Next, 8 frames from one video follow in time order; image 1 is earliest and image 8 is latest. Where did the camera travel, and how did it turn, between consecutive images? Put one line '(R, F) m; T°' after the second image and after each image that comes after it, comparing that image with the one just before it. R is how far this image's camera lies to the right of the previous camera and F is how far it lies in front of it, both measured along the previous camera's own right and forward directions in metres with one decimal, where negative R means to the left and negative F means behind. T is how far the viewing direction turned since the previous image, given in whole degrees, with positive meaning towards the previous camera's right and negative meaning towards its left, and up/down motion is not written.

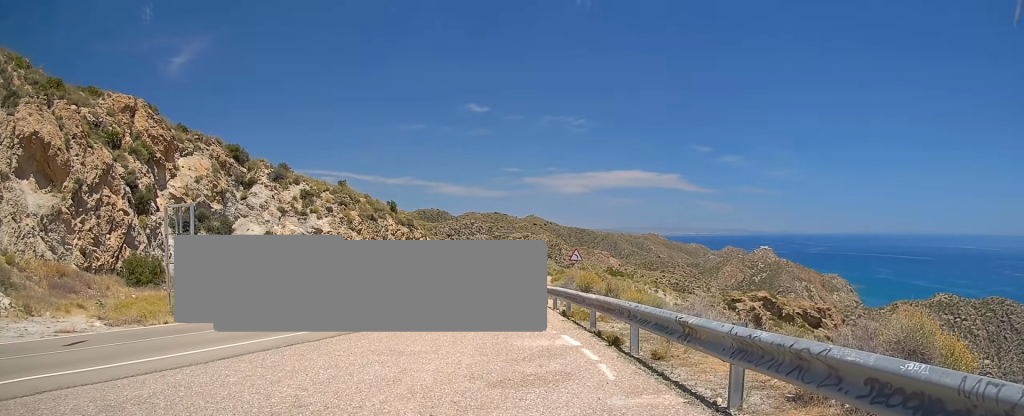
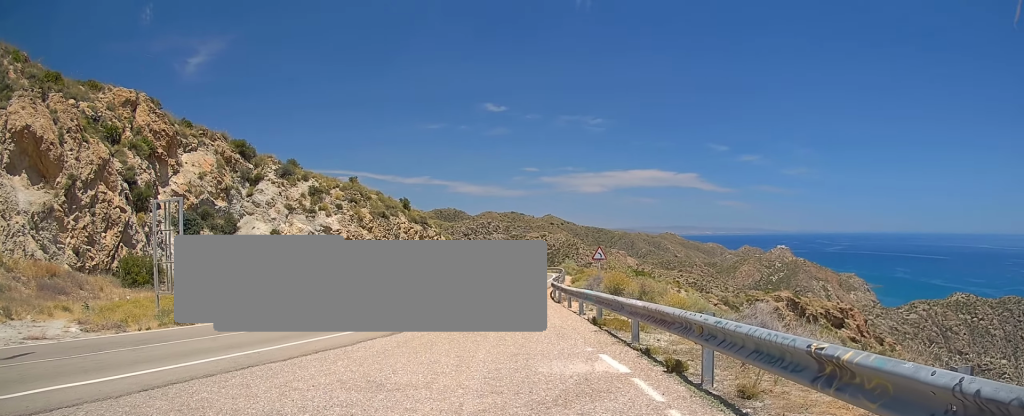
(0.0, +3.1) m; -1°
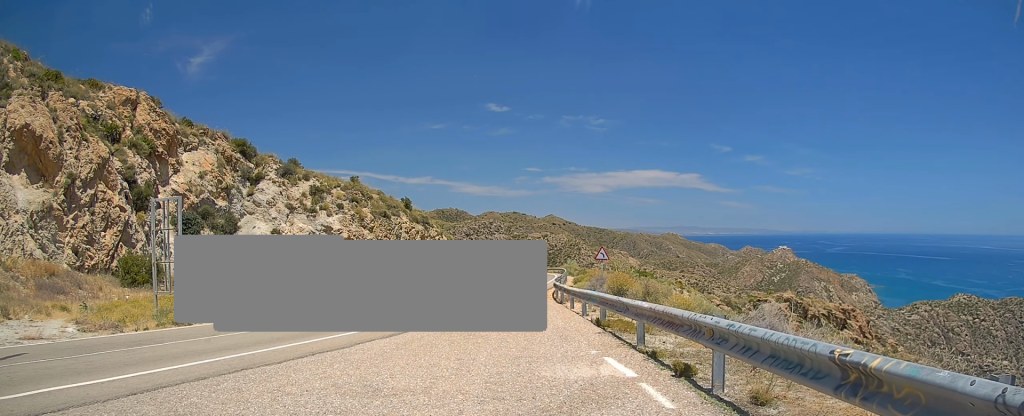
(0.0, +0.3) m; 0°
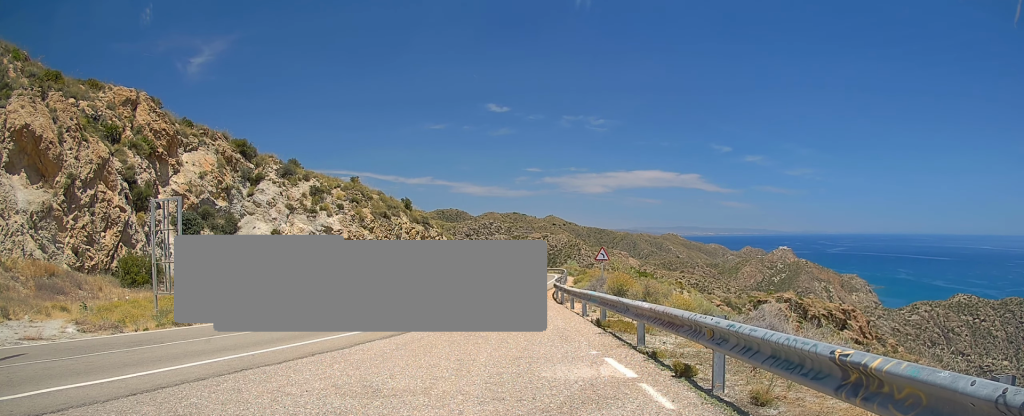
(0.0, 0.0) m; 0°
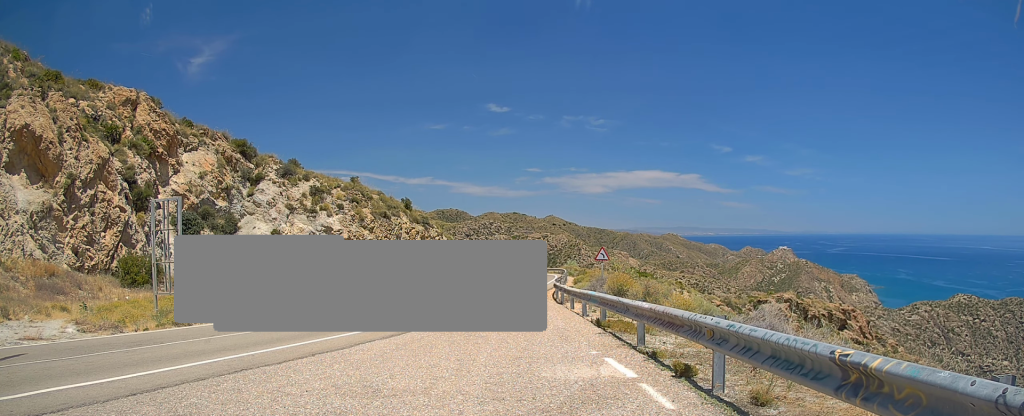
(0.0, 0.0) m; 0°
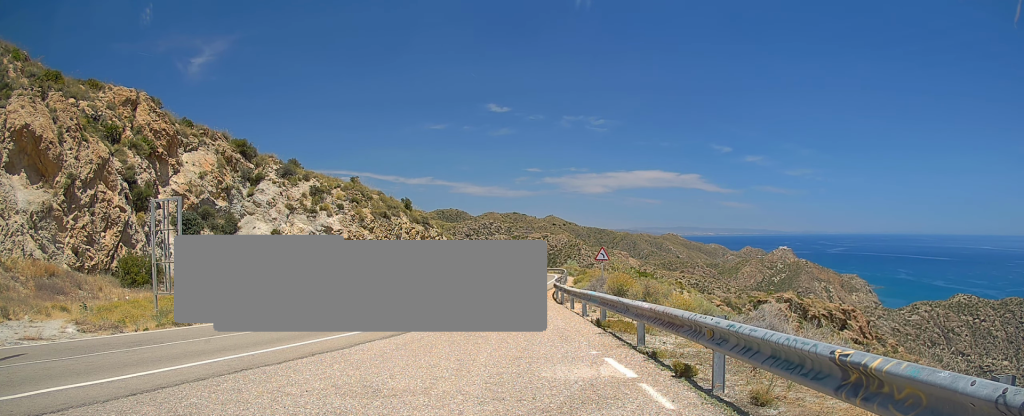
(0.0, 0.0) m; 0°
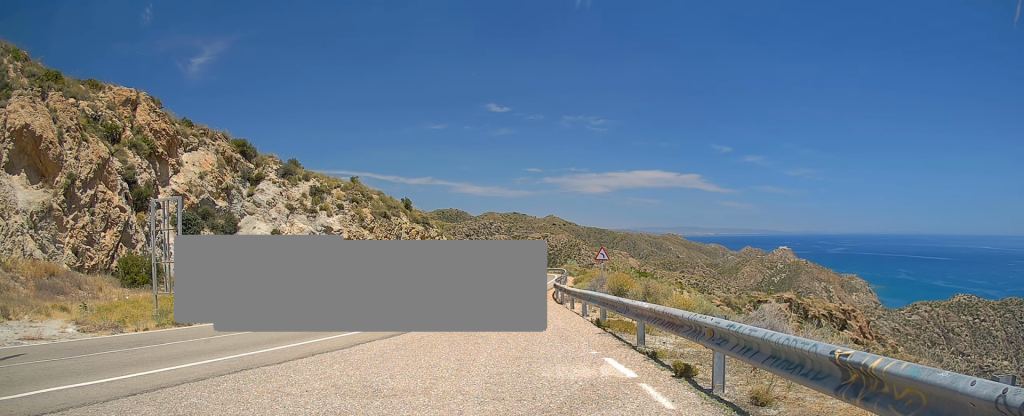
(0.0, 0.0) m; 0°
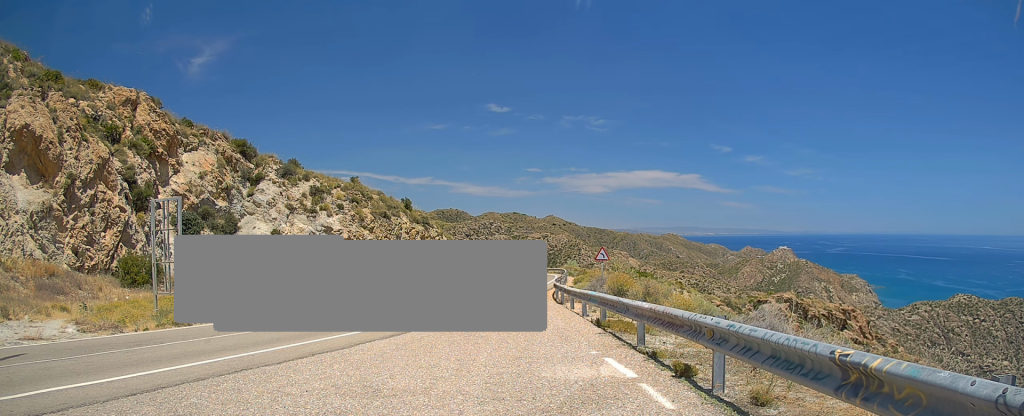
(0.0, 0.0) m; 0°
